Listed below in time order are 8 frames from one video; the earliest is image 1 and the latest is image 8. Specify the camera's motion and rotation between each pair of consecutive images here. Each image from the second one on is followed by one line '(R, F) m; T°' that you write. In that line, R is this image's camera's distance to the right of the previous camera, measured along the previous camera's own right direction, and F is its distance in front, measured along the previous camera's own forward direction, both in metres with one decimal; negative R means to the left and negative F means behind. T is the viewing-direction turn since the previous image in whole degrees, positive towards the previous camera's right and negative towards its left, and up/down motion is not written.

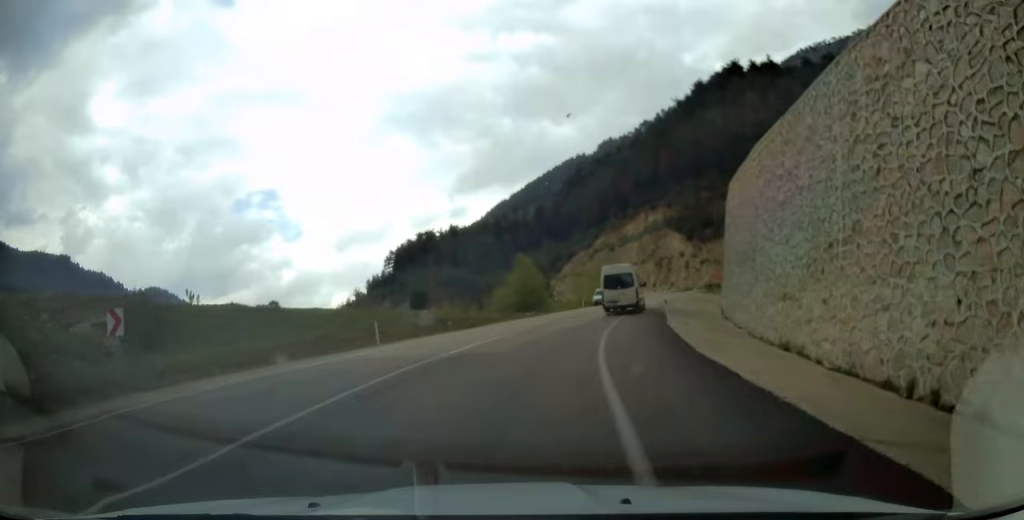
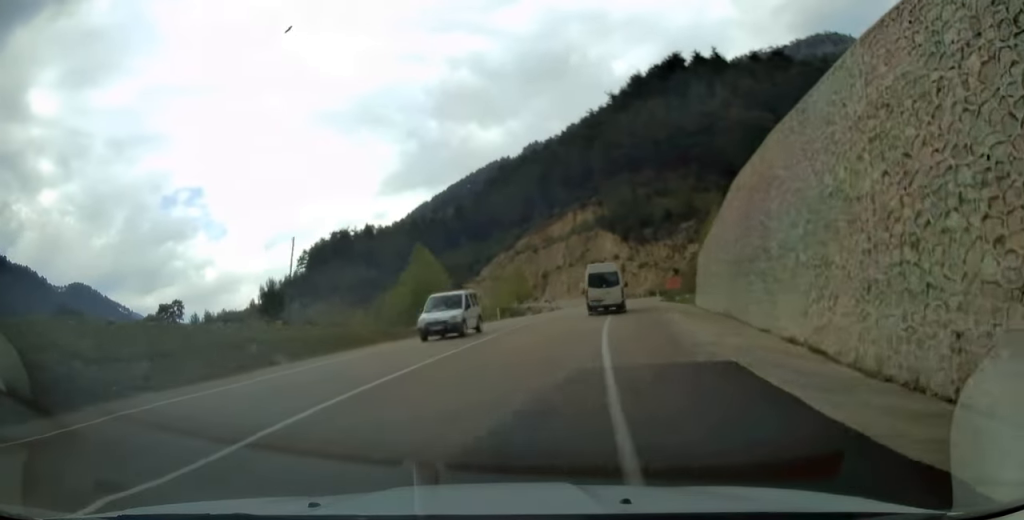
(+1.2, +20.7) m; +7°
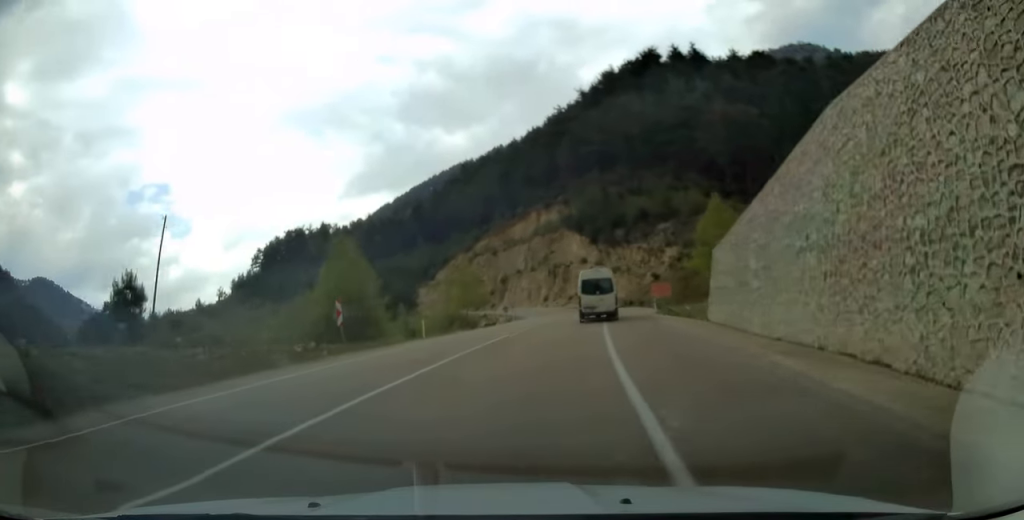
(+0.7, +15.1) m; +4°
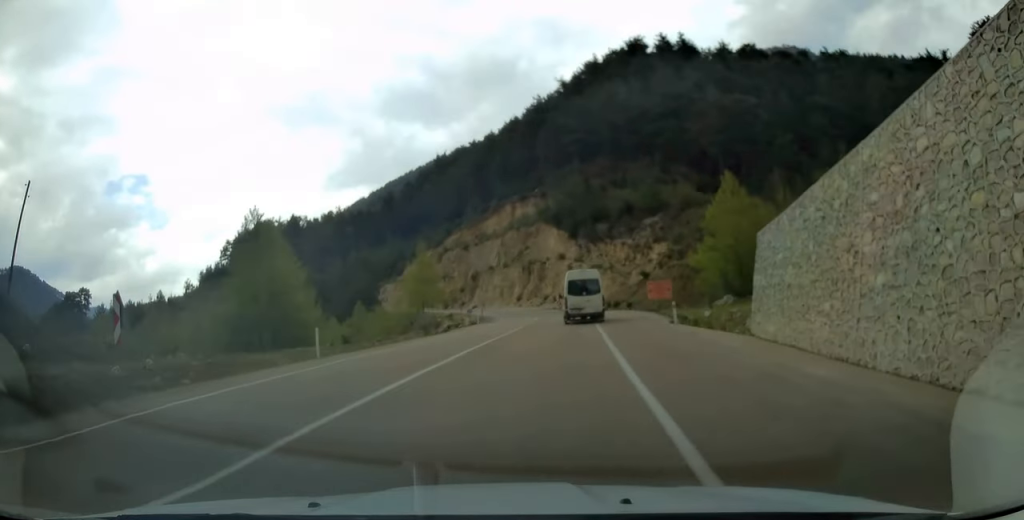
(+0.4, +11.8) m; +2°
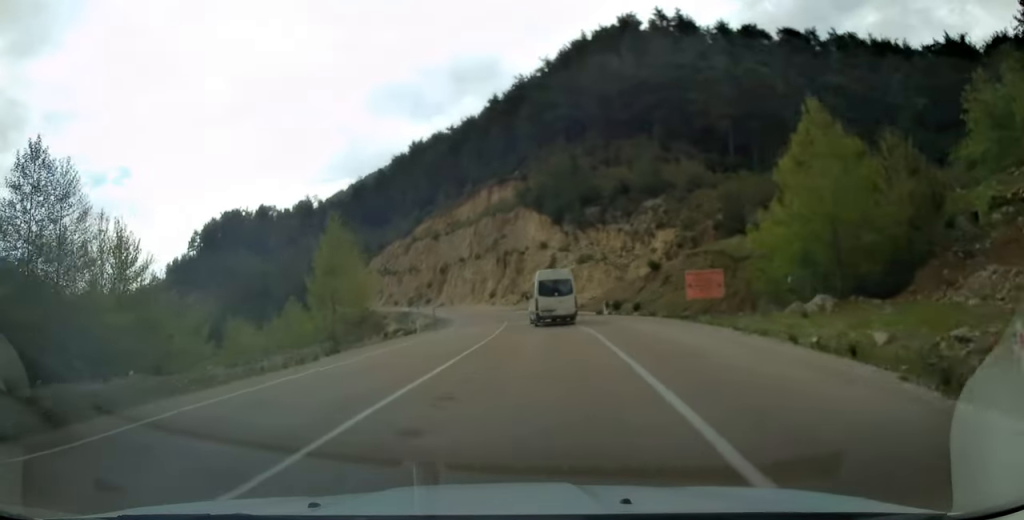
(+0.4, +19.7) m; +1°
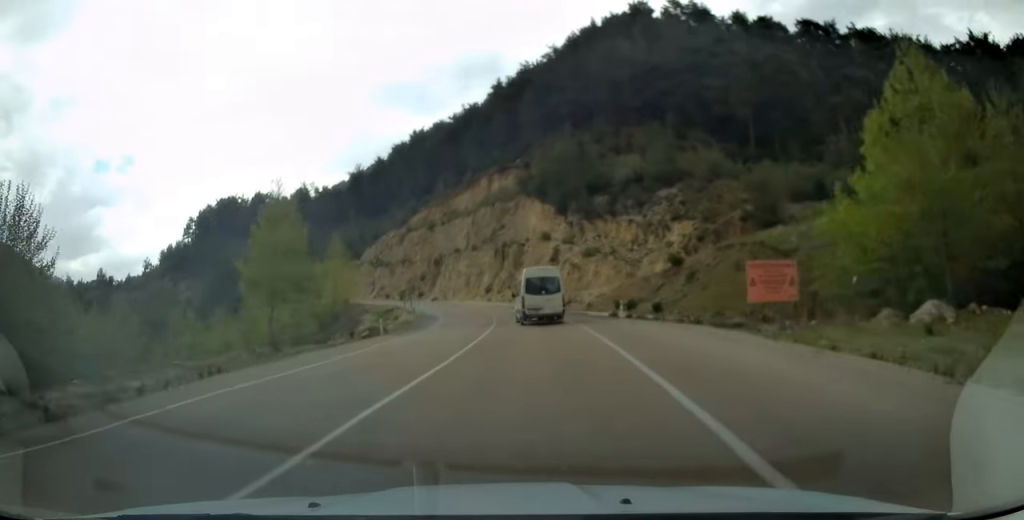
(0.0, +9.0) m; 0°
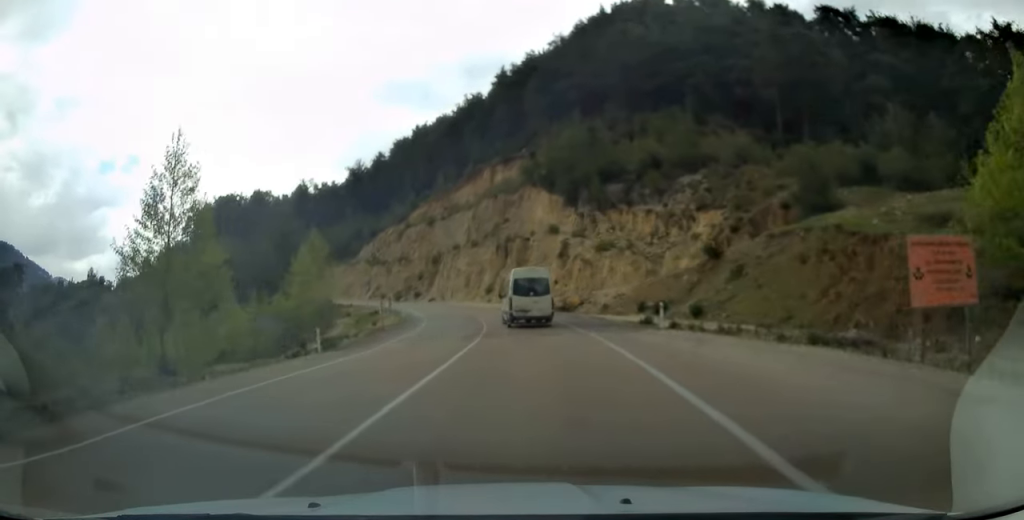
(-0.1, +9.6) m; -1°
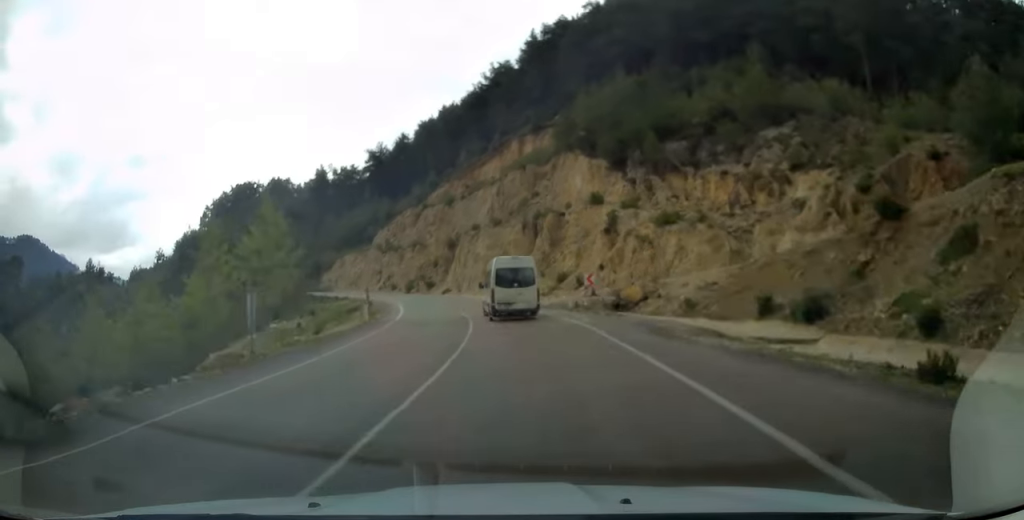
(-0.2, +18.5) m; -3°
